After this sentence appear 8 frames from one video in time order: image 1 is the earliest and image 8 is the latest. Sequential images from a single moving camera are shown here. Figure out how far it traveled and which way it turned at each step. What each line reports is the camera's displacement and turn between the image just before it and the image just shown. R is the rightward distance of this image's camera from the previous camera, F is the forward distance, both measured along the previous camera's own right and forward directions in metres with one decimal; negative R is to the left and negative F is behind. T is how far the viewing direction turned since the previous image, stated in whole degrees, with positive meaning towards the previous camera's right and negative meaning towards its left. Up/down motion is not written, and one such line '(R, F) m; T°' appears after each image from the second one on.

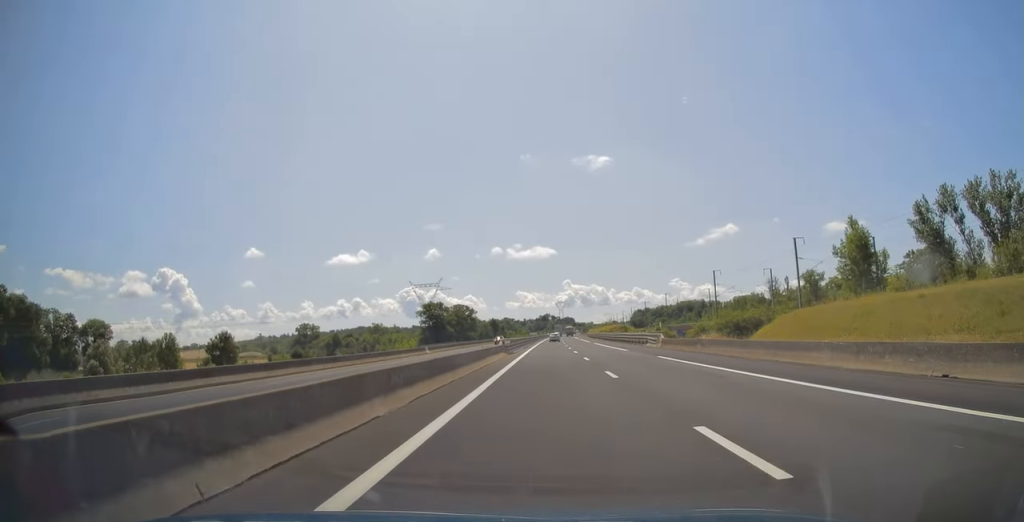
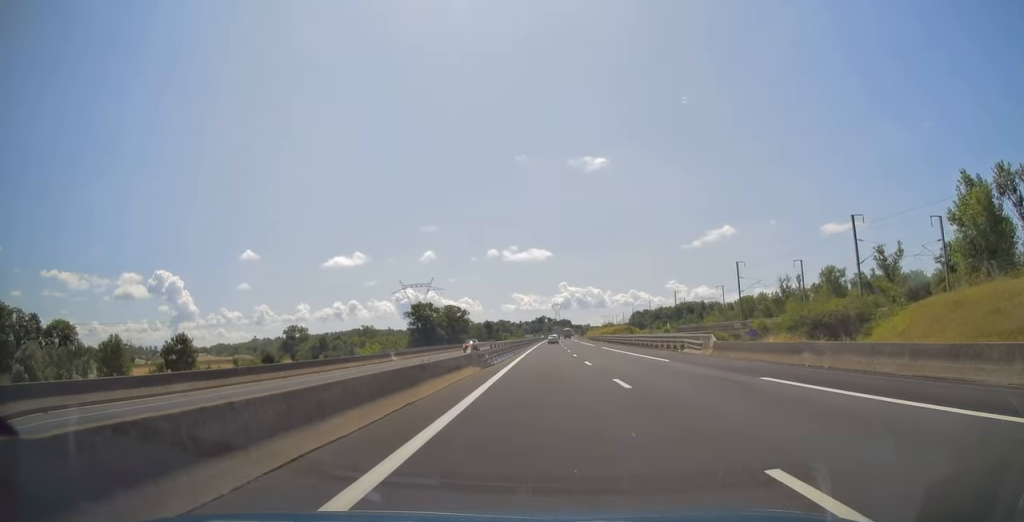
(-0.2, +15.5) m; 0°
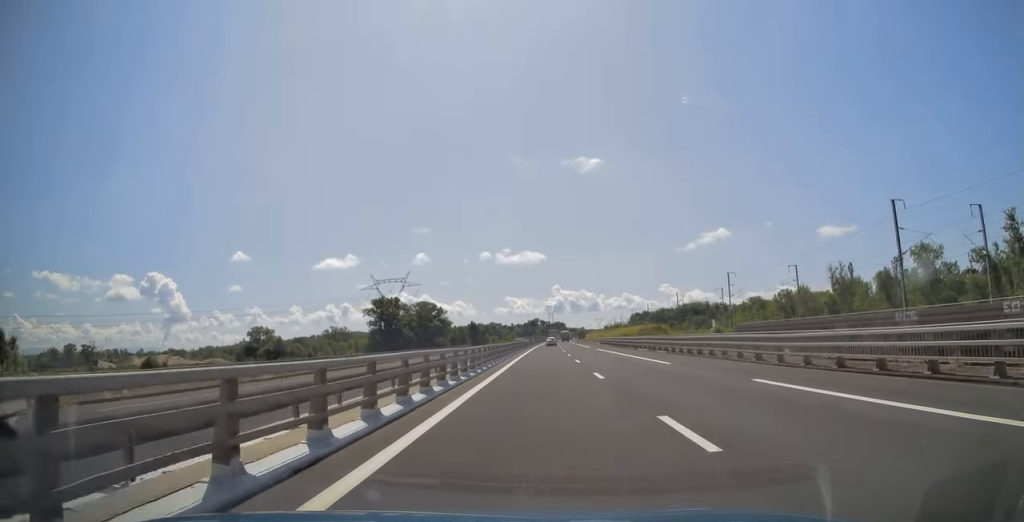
(+0.6, +46.1) m; +1°
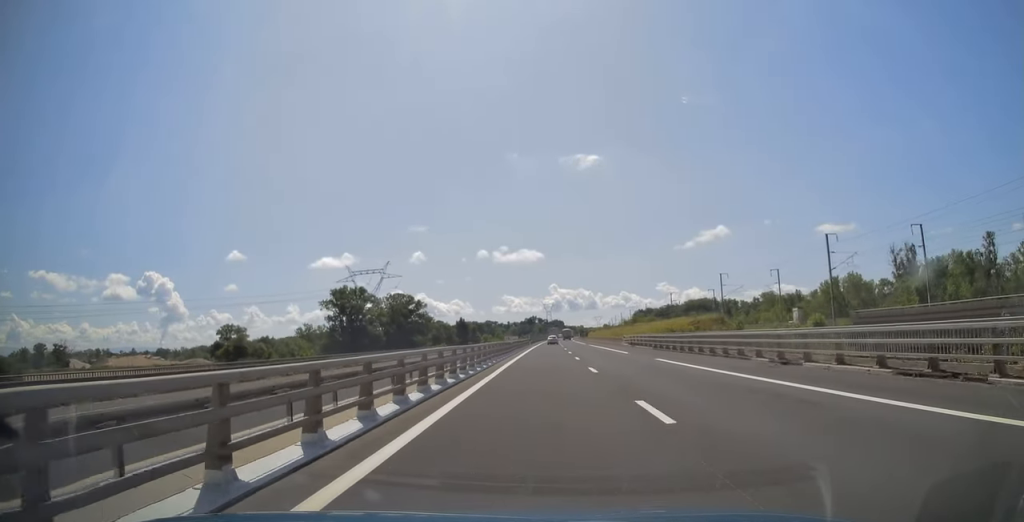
(-0.2, +36.0) m; 0°
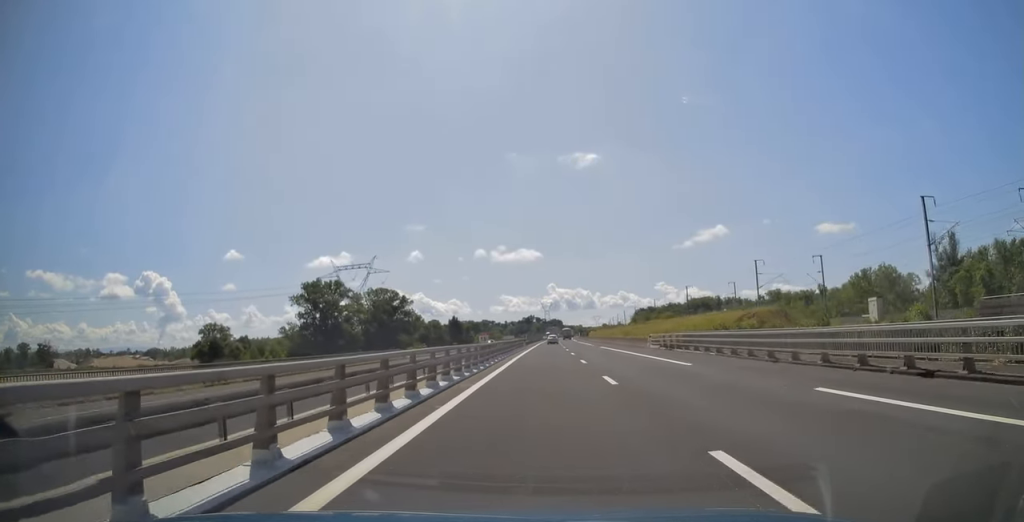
(-0.2, +18.1) m; 0°
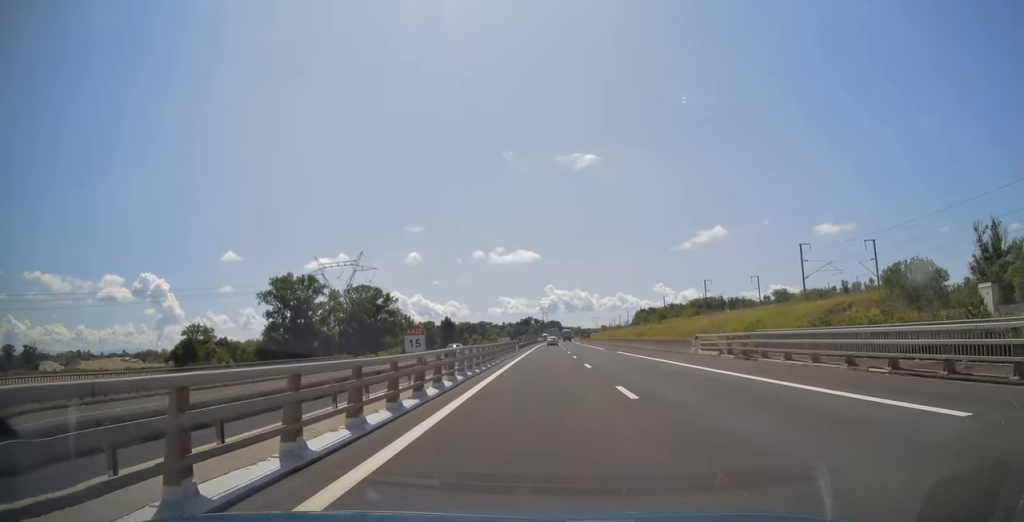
(+0.3, +16.0) m; 0°
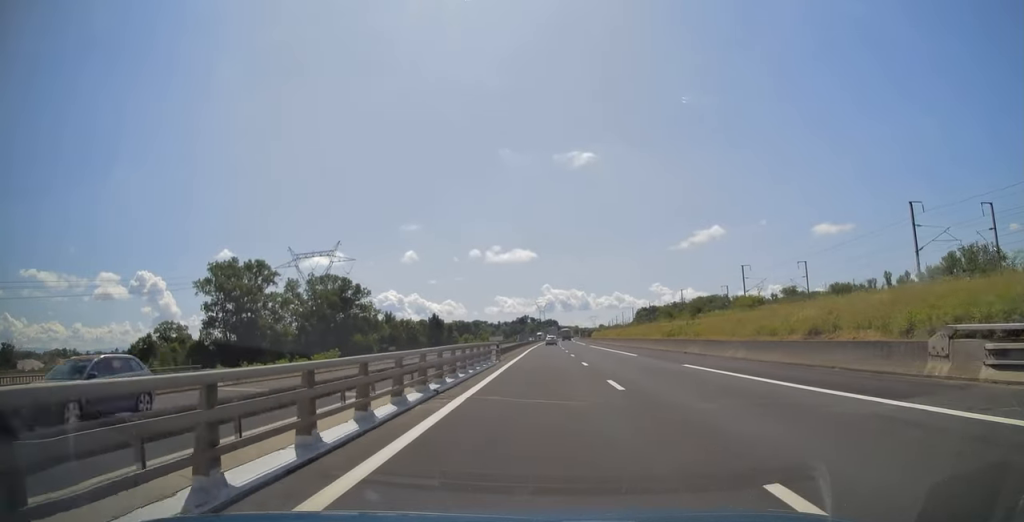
(0.0, +23.5) m; 0°
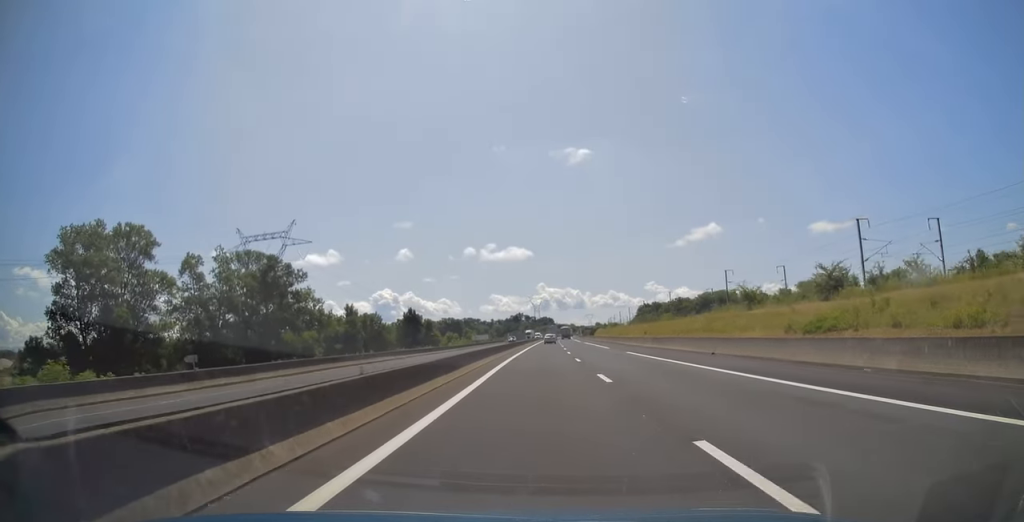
(+0.1, +36.2) m; 0°
